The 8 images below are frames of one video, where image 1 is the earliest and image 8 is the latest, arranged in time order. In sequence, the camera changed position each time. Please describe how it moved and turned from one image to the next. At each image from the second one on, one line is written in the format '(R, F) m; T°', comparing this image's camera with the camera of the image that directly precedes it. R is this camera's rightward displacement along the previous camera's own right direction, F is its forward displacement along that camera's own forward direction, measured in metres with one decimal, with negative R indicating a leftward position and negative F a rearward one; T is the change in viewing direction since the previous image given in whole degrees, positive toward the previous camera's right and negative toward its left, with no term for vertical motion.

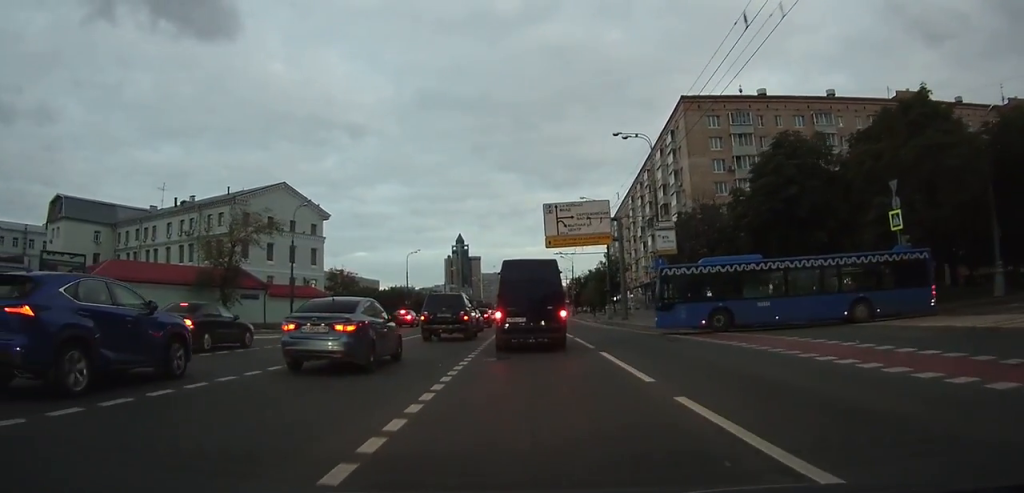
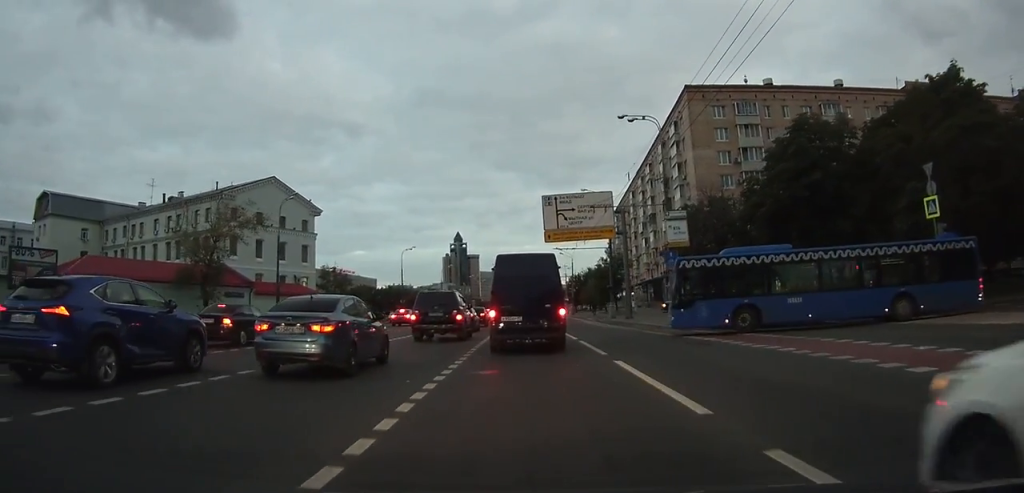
(0.0, +3.2) m; 0°
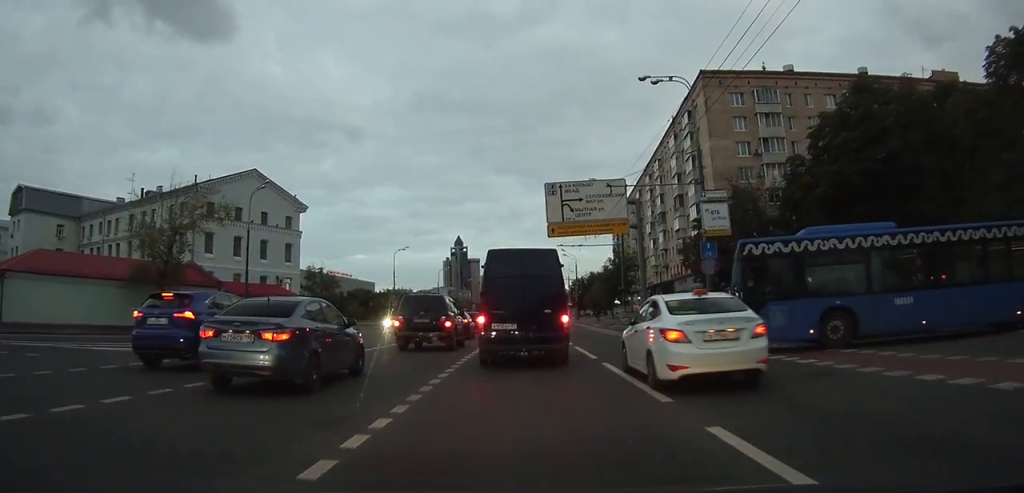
(-0.1, +7.1) m; -1°
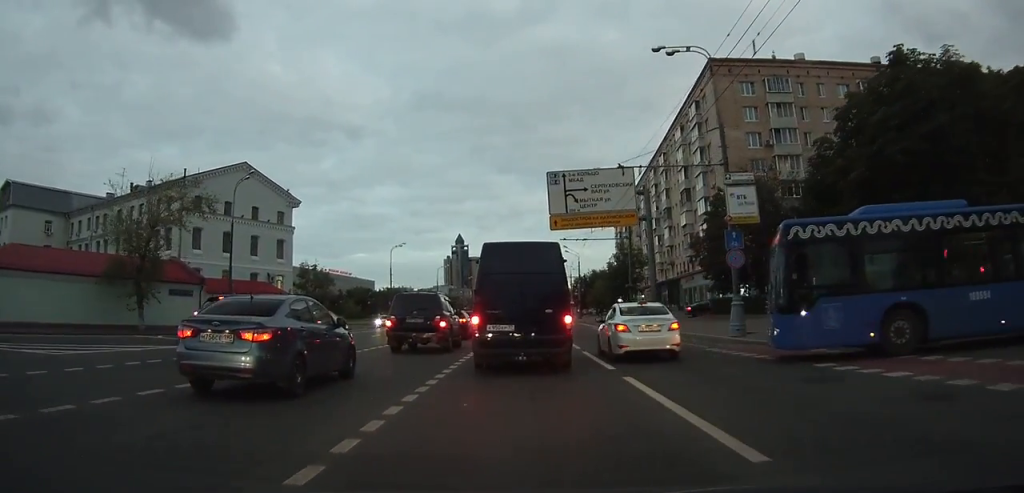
(0.0, +3.4) m; -1°
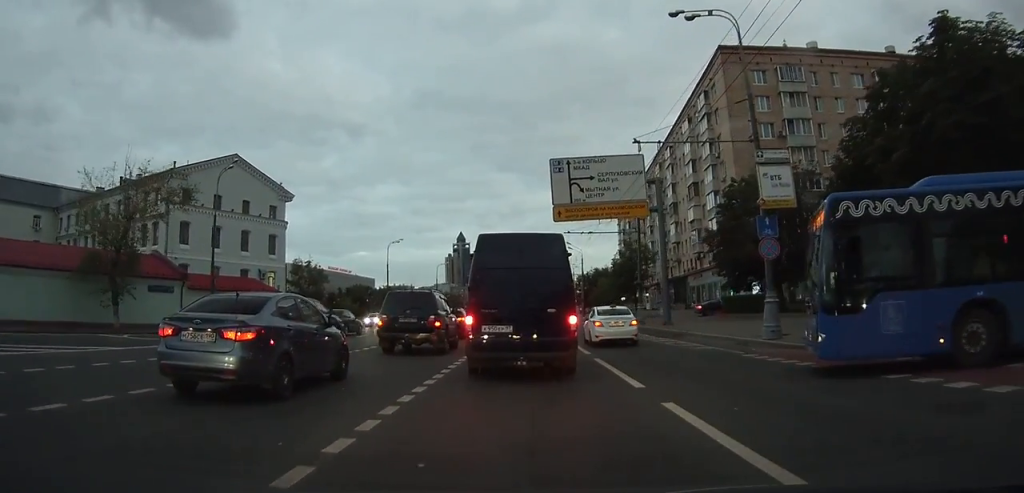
(0.0, +3.2) m; -2°
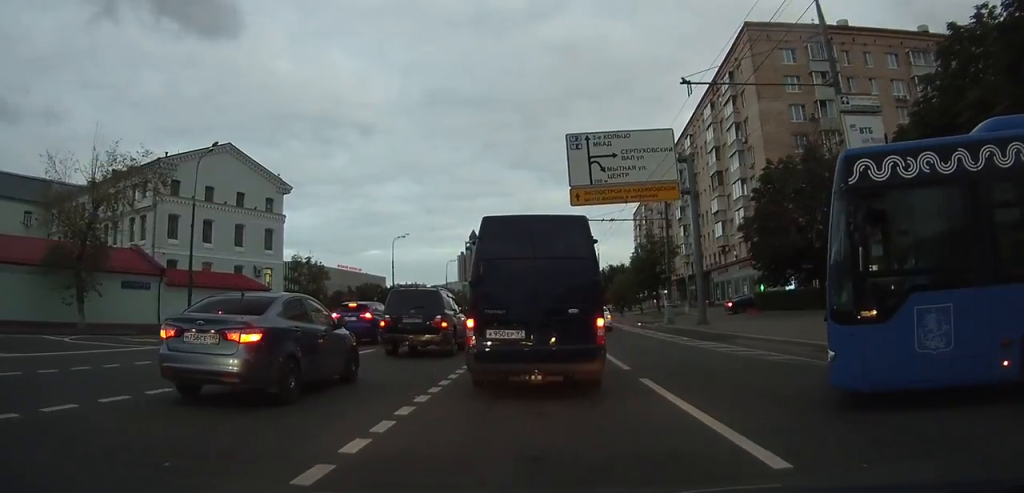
(-0.2, +5.2) m; -4°
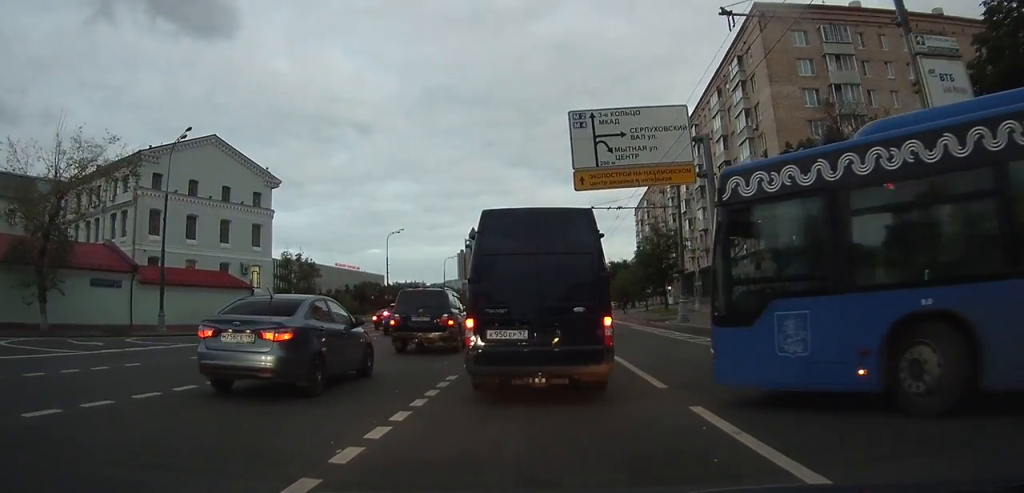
(-0.2, +4.3) m; -4°
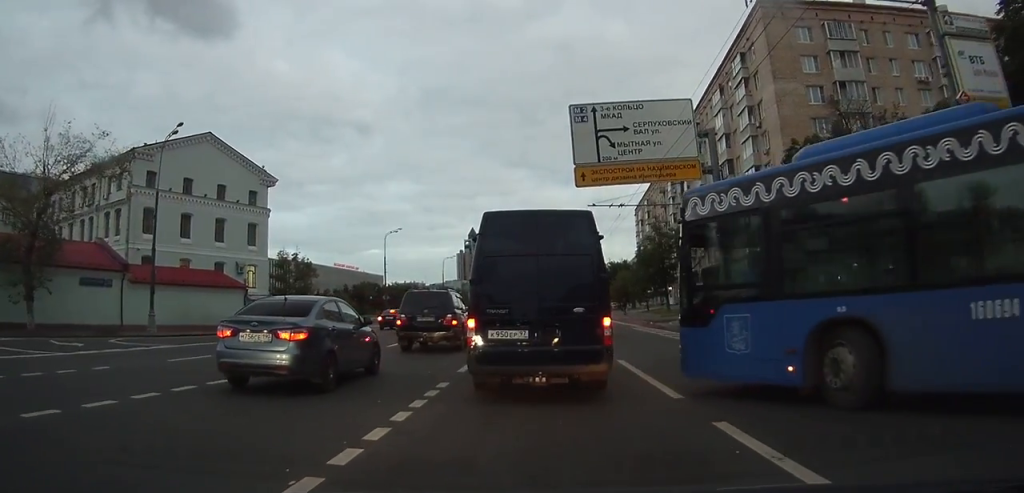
(0.0, +1.4) m; 0°
